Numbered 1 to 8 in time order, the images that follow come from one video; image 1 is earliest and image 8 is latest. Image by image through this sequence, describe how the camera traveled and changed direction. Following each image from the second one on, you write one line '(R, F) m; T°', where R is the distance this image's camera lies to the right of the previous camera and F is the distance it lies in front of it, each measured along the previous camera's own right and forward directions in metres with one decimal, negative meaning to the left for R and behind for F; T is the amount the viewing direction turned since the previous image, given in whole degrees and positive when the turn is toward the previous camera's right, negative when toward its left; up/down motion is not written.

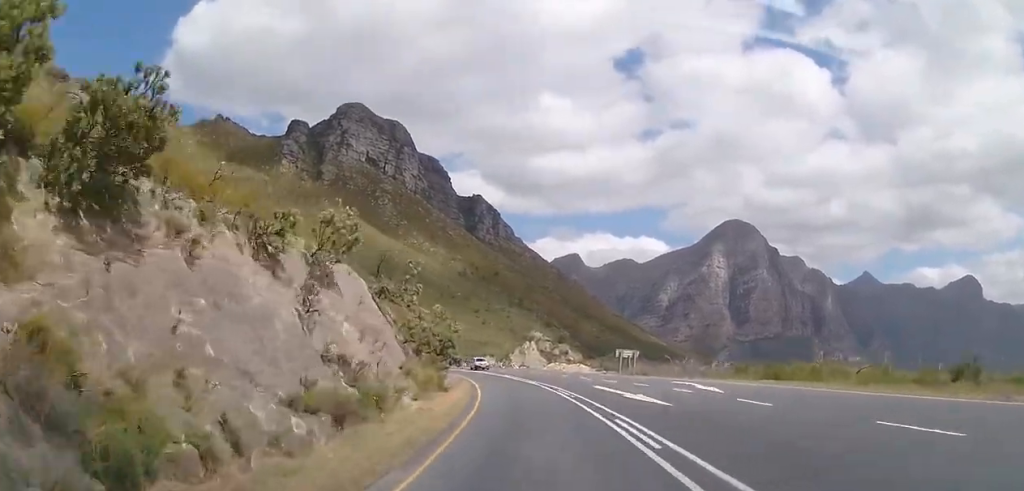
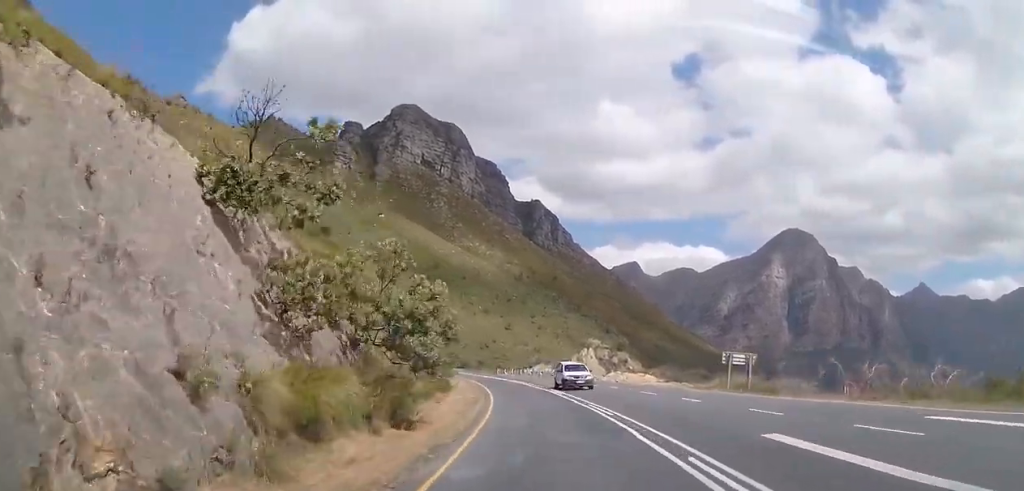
(-0.7, +17.8) m; -5°
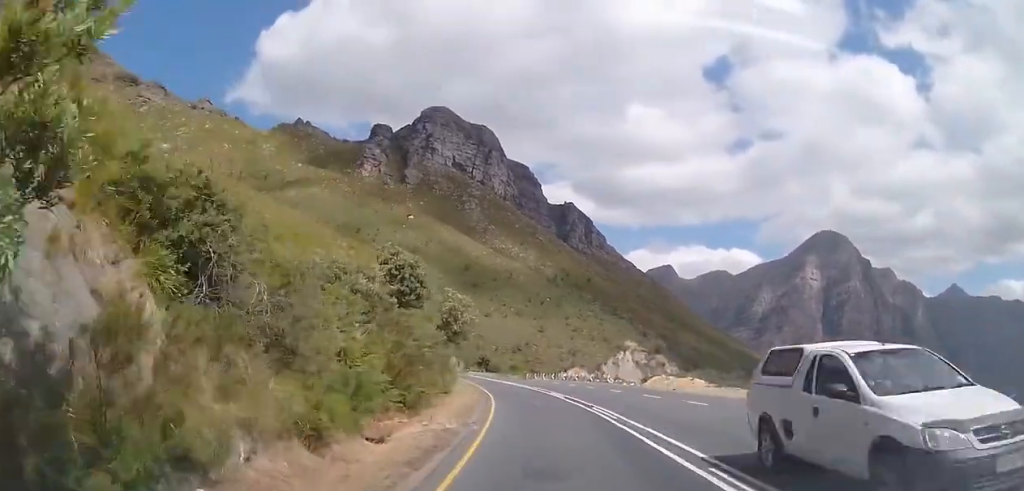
(-0.3, +12.9) m; -4°
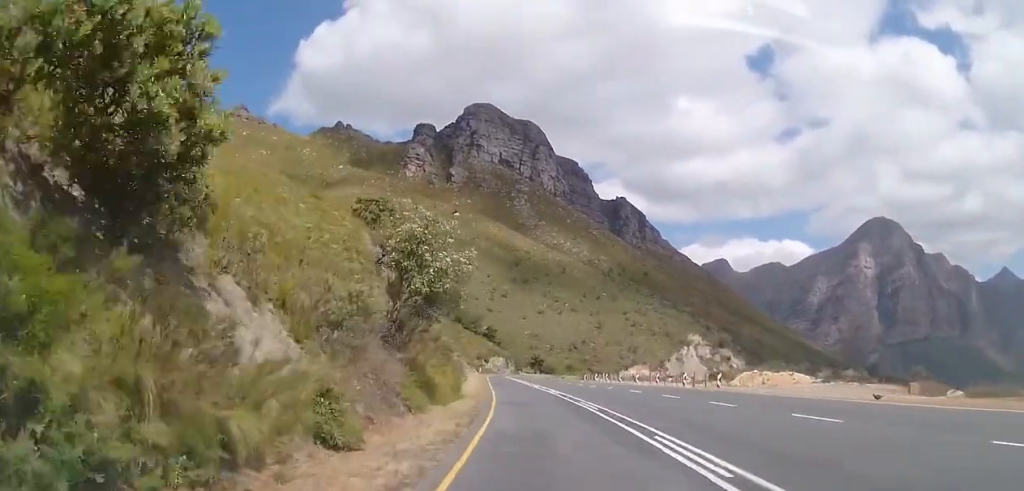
(-1.7, +21.5) m; -7°
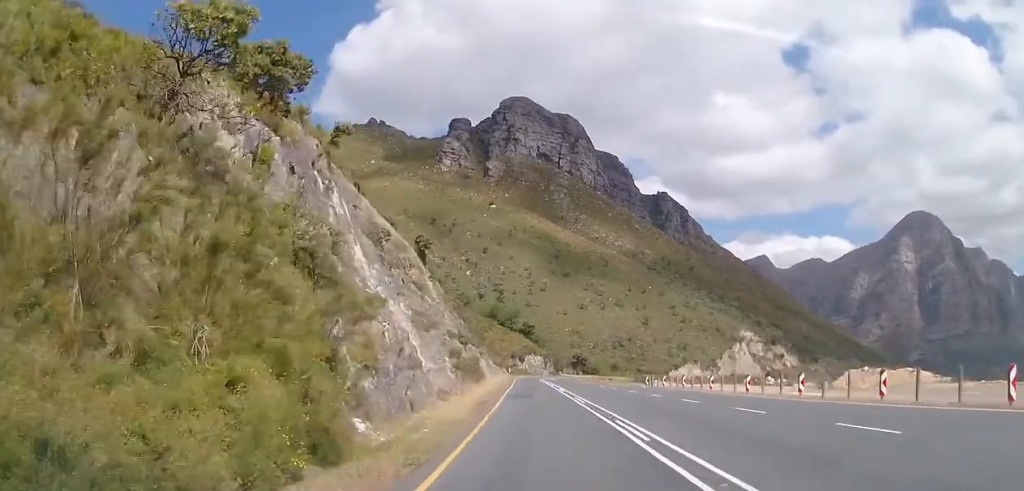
(-0.7, +20.9) m; -2°
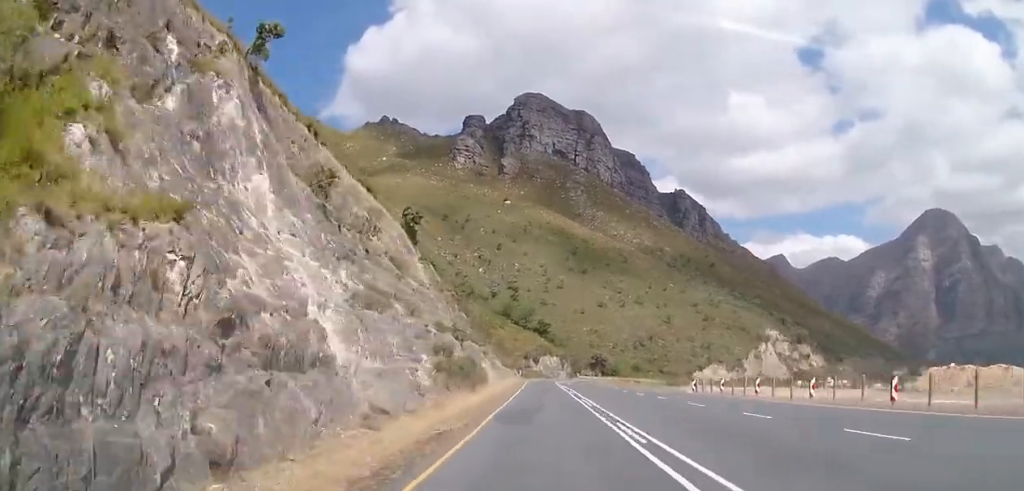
(0.0, +12.8) m; -1°
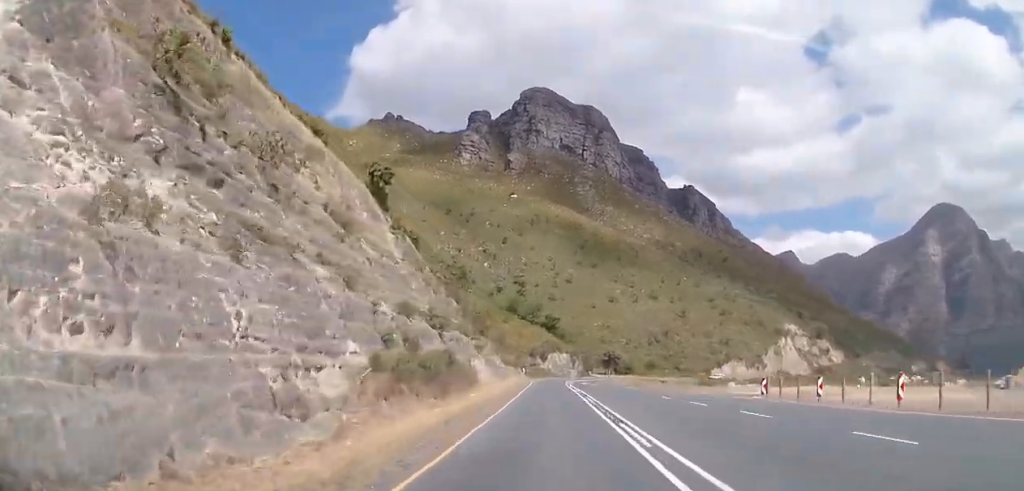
(0.0, +12.8) m; -1°
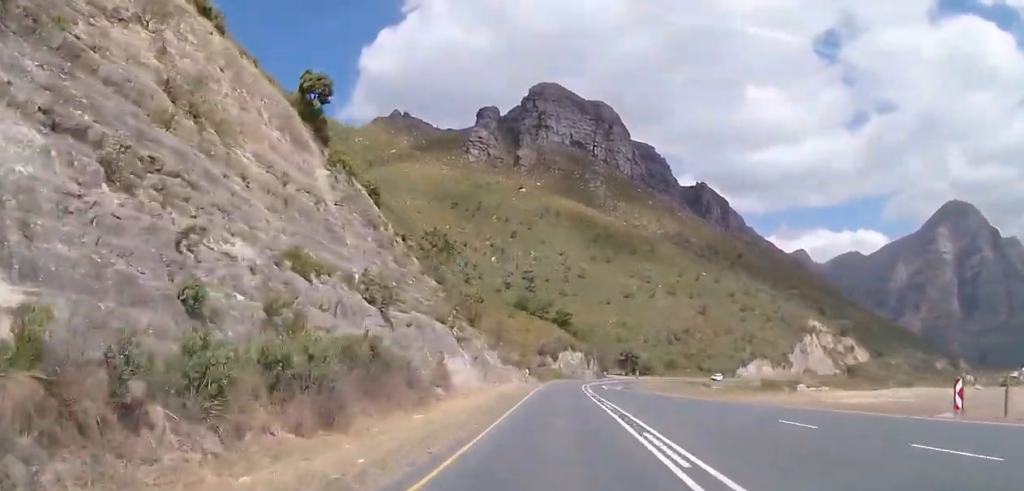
(-0.1, +14.8) m; -1°
